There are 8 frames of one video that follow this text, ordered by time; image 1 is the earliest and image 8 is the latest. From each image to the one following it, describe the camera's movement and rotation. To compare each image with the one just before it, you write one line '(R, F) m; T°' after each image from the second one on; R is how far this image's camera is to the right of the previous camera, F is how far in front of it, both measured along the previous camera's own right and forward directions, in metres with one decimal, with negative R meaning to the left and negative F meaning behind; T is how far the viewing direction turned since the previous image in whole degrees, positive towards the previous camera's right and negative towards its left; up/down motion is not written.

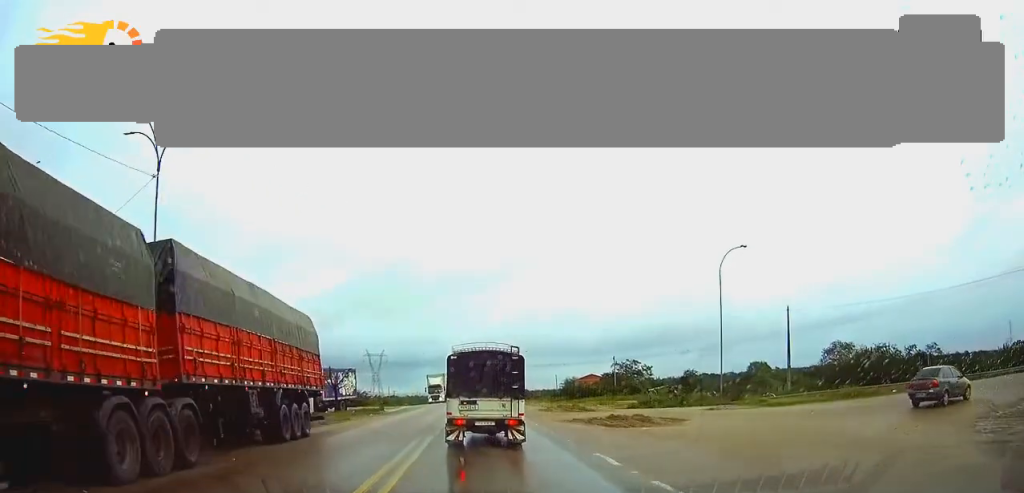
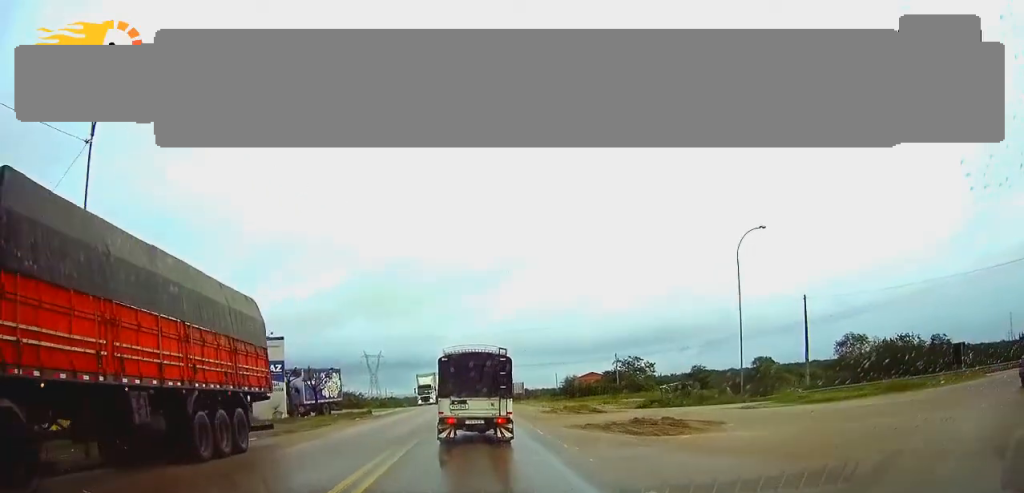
(+0.1, +4.8) m; +1°
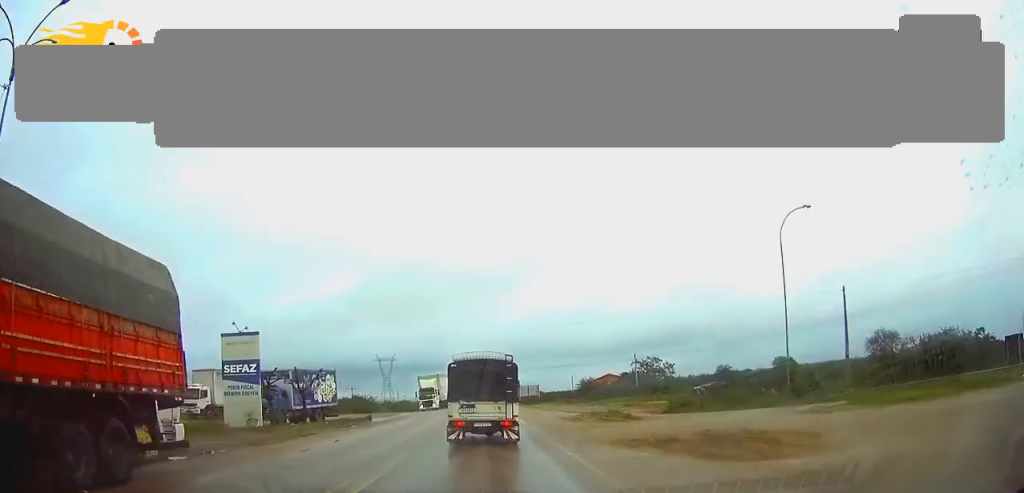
(-0.1, +5.9) m; -1°
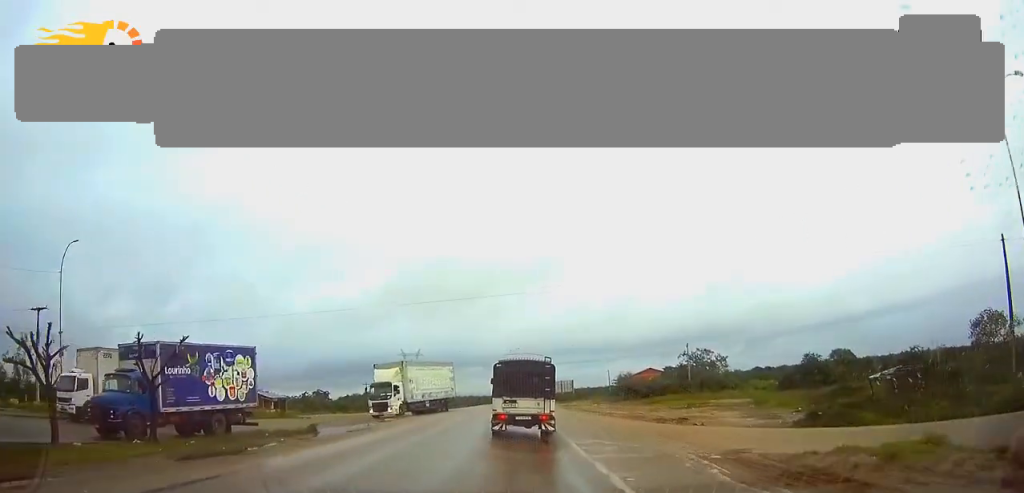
(-0.4, +20.5) m; -3°
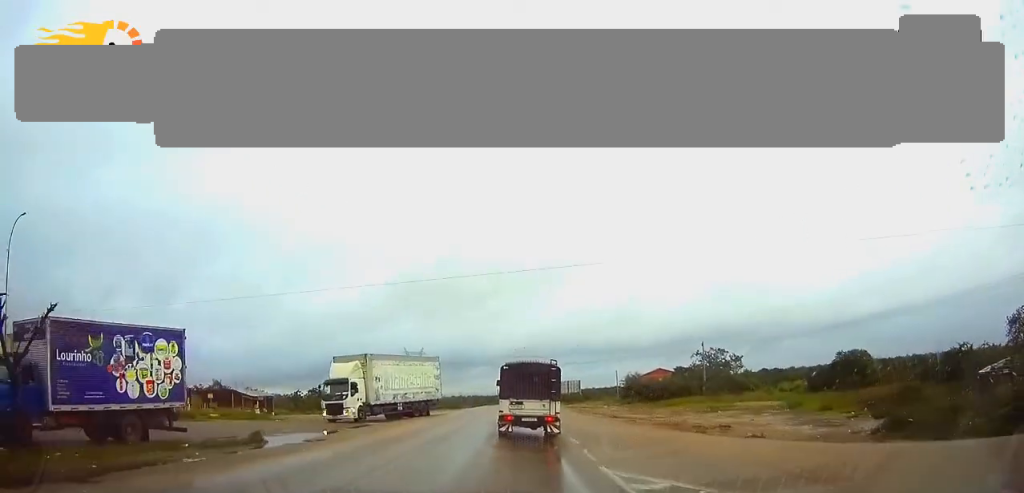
(-0.1, +7.1) m; -1°
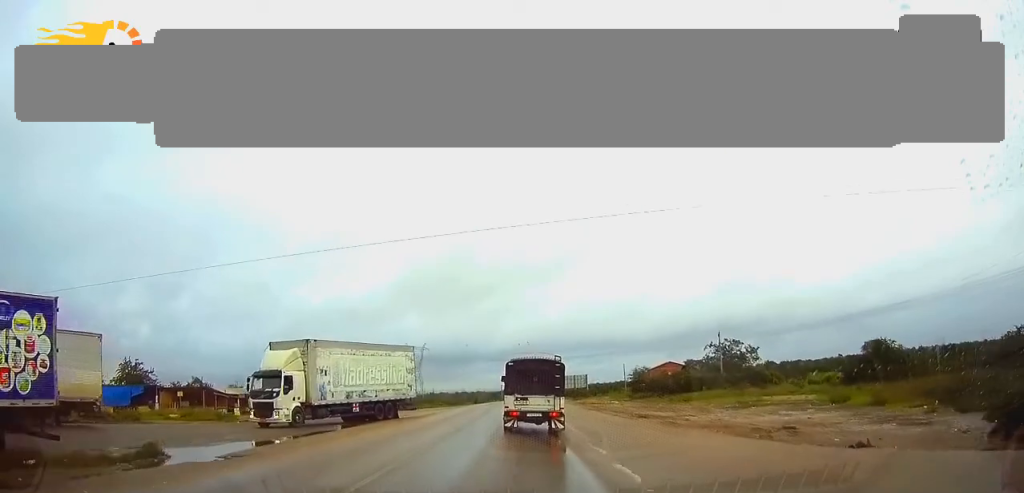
(0.0, +7.7) m; 0°
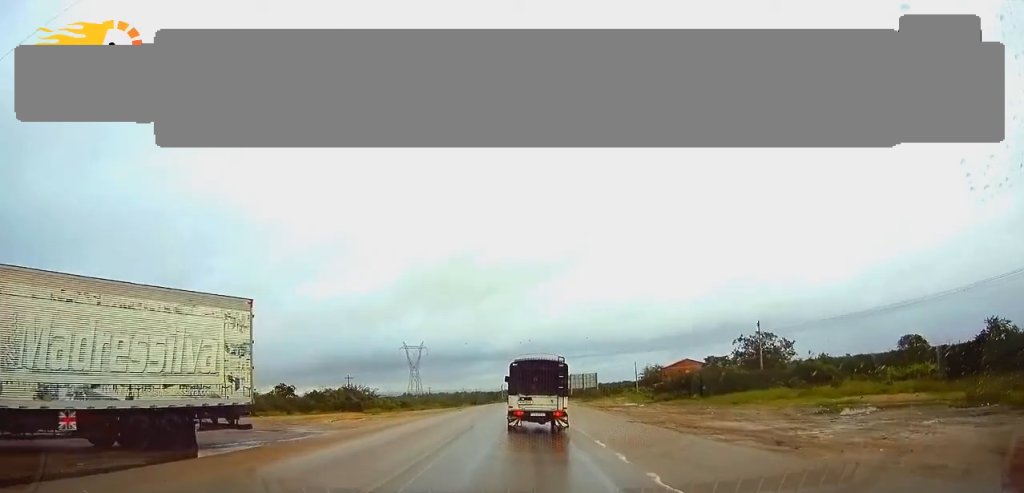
(-0.1, +17.6) m; 0°
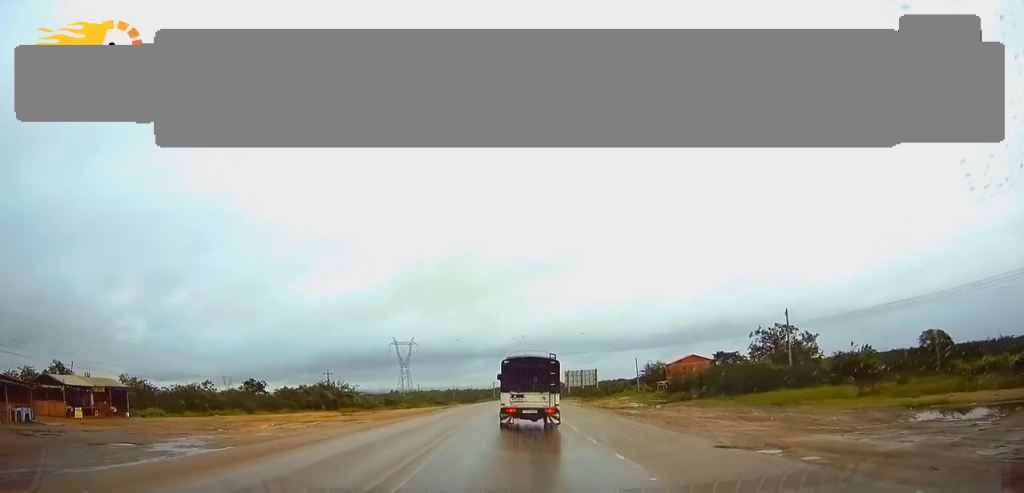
(+0.1, +12.2) m; 0°
